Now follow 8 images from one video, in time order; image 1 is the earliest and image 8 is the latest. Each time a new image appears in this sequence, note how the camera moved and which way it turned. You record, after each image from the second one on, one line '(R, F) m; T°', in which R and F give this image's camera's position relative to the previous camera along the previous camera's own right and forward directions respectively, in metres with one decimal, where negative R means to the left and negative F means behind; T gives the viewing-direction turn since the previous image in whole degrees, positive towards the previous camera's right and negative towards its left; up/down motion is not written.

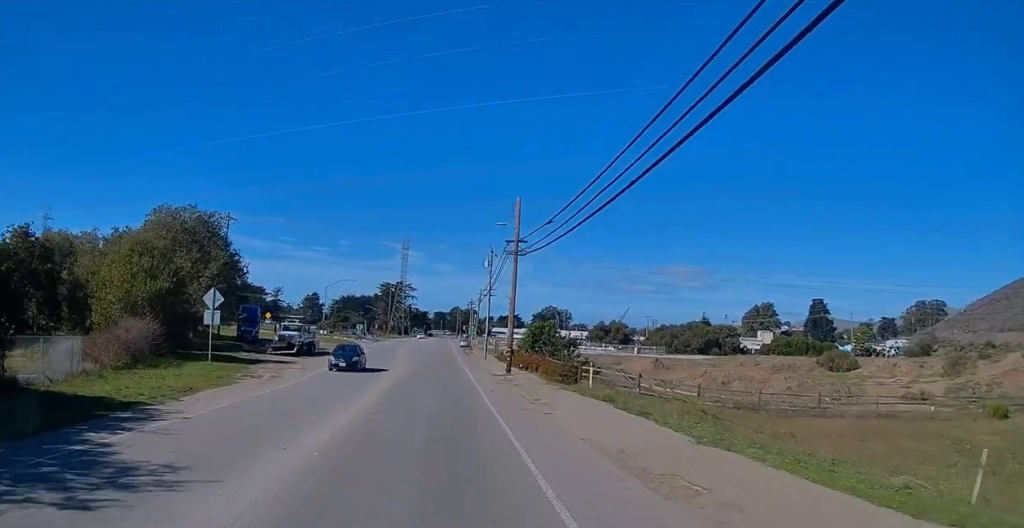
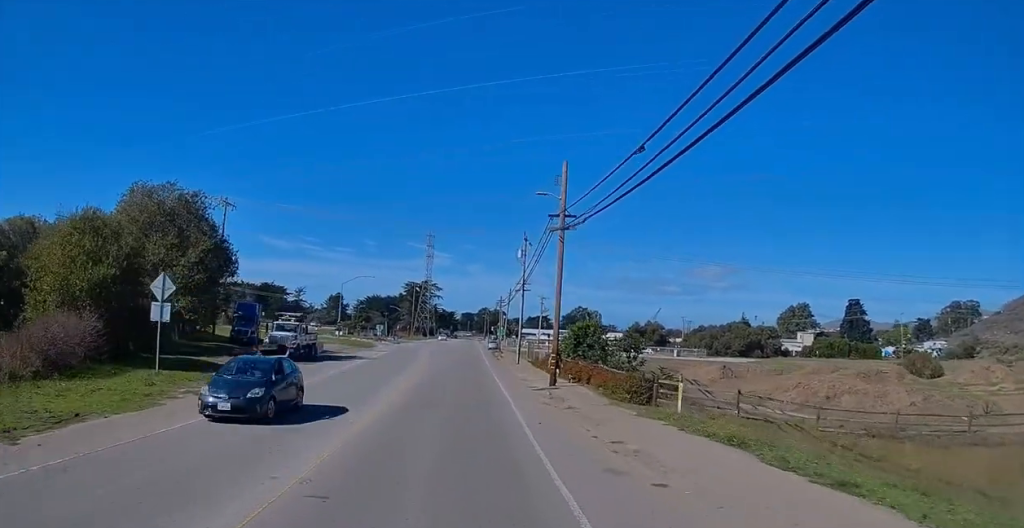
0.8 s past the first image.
(-0.3, +9.7) m; -1°
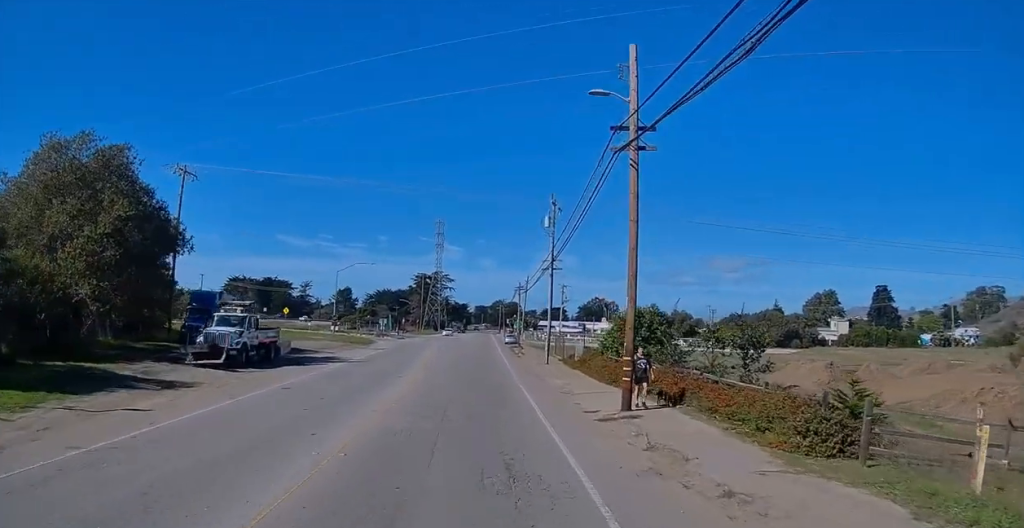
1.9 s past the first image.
(-0.2, +14.4) m; -1°
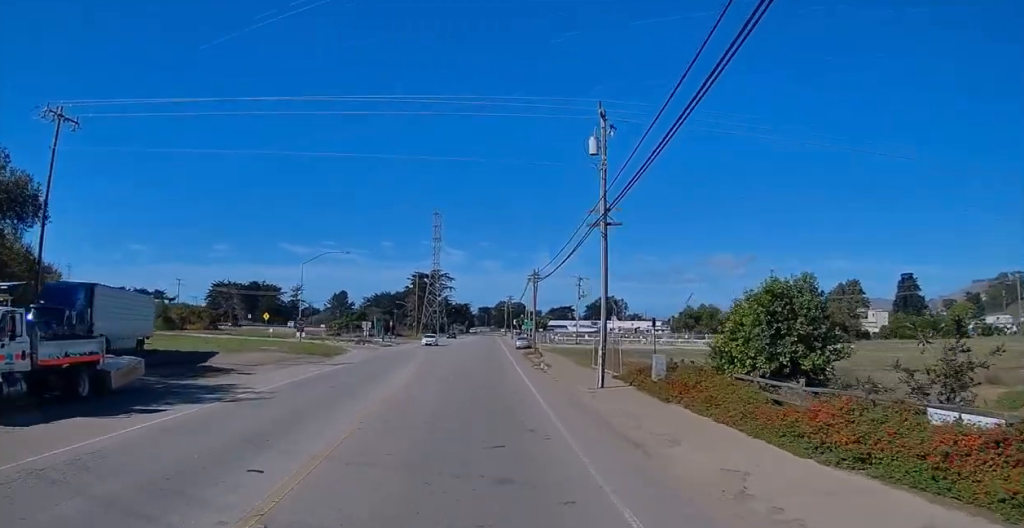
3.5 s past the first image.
(-0.2, +19.3) m; -1°
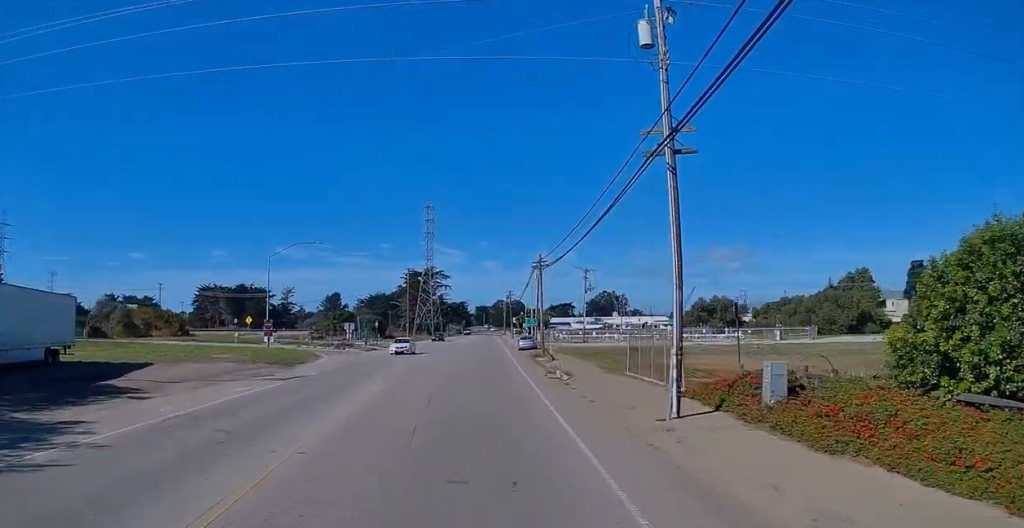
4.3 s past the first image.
(0.0, +10.2) m; 0°
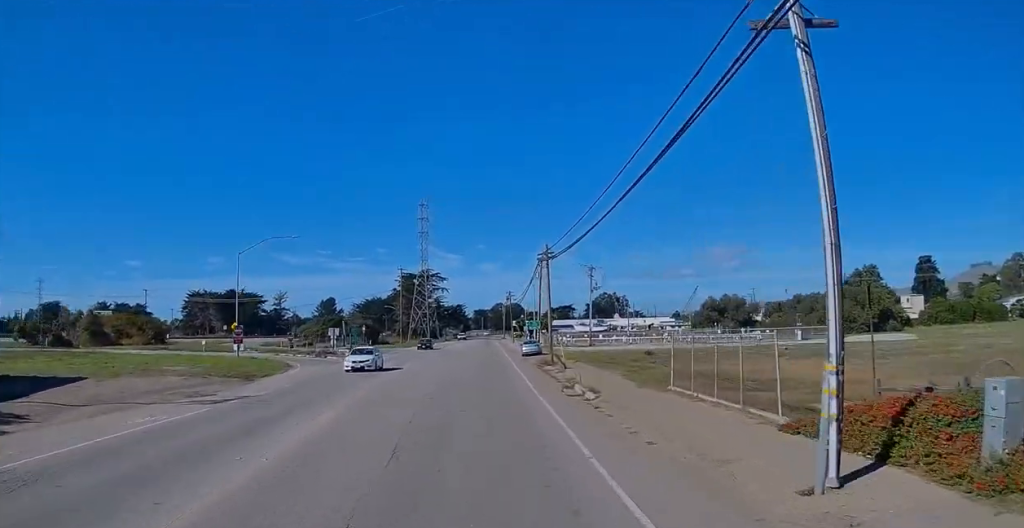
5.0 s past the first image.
(+0.1, +7.1) m; +1°
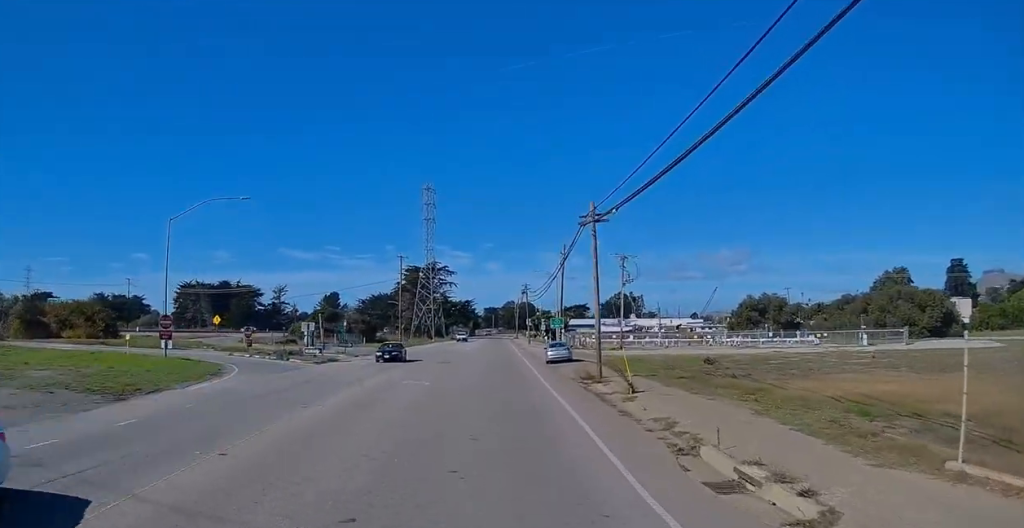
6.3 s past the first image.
(0.0, +14.7) m; 0°
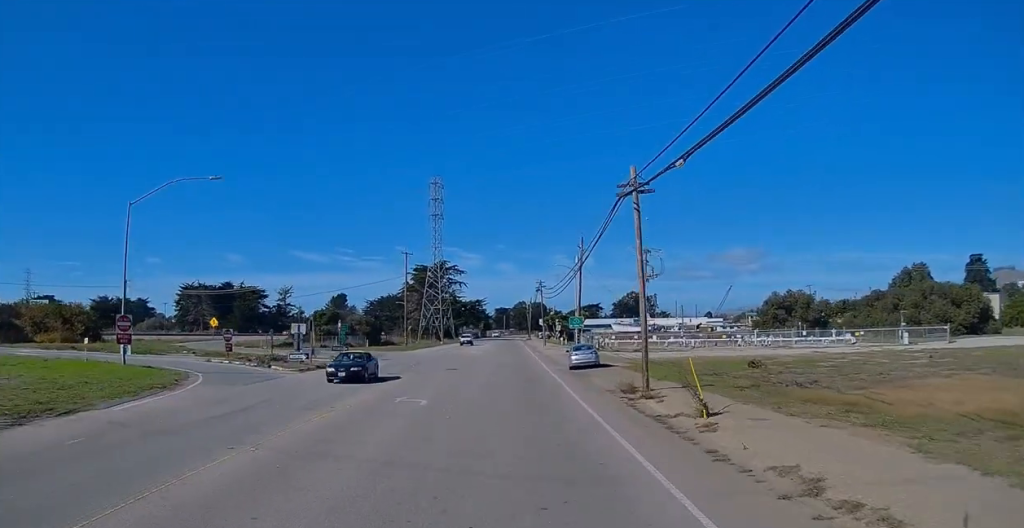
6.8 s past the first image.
(0.0, +6.2) m; -1°
